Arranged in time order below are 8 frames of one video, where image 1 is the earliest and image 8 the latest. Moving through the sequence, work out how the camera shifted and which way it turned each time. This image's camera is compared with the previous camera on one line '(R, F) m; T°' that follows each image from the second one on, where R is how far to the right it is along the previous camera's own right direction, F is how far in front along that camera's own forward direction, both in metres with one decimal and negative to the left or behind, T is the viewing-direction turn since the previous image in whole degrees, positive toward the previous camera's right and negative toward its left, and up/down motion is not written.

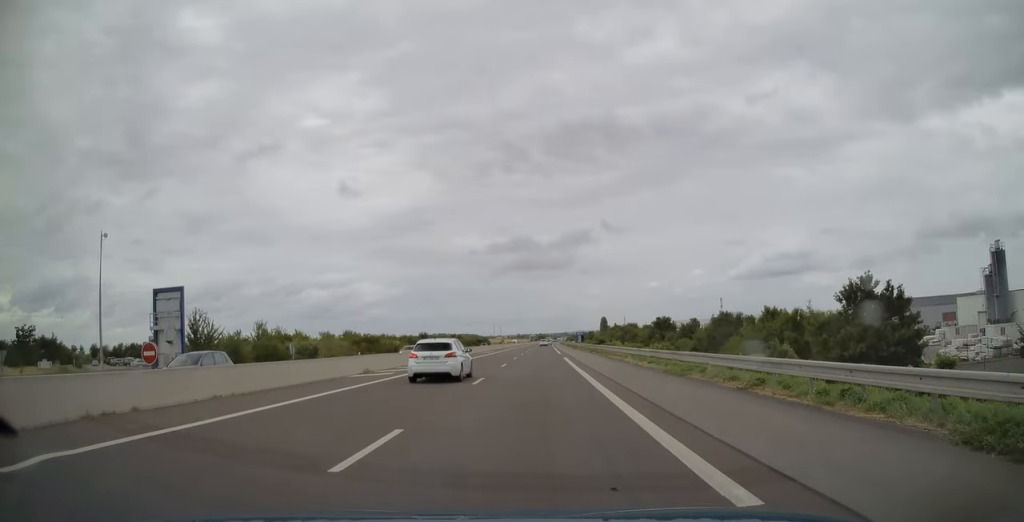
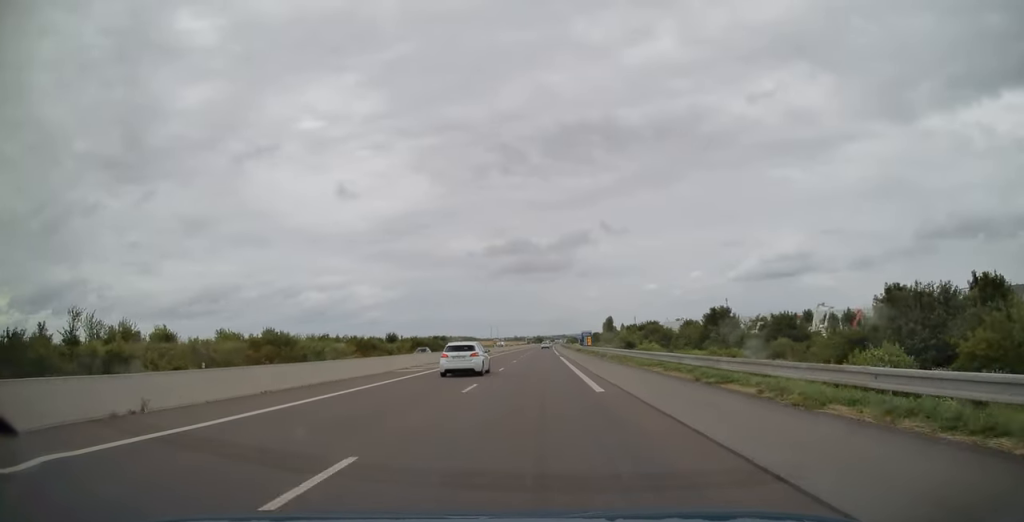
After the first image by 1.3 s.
(+0.1, +40.9) m; 0°
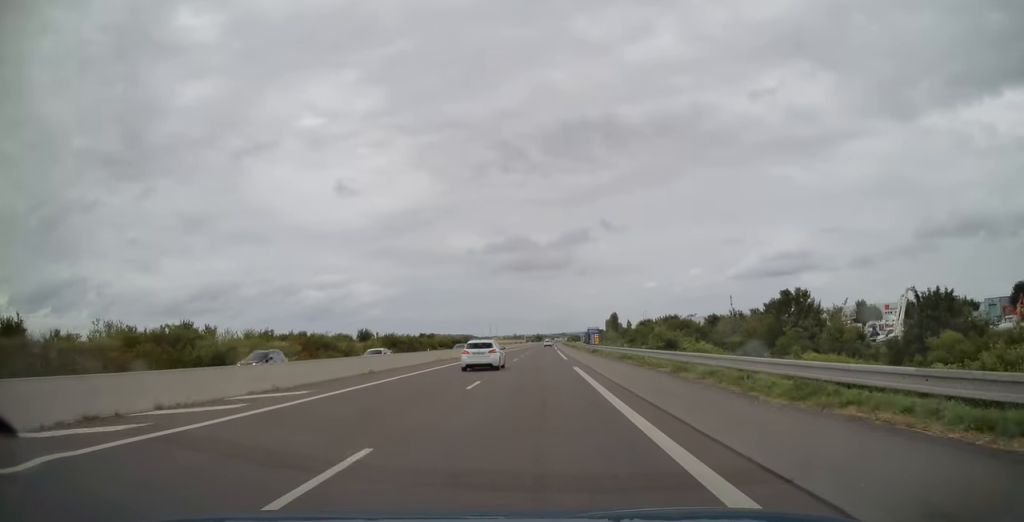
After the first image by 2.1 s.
(-0.1, +25.3) m; 0°
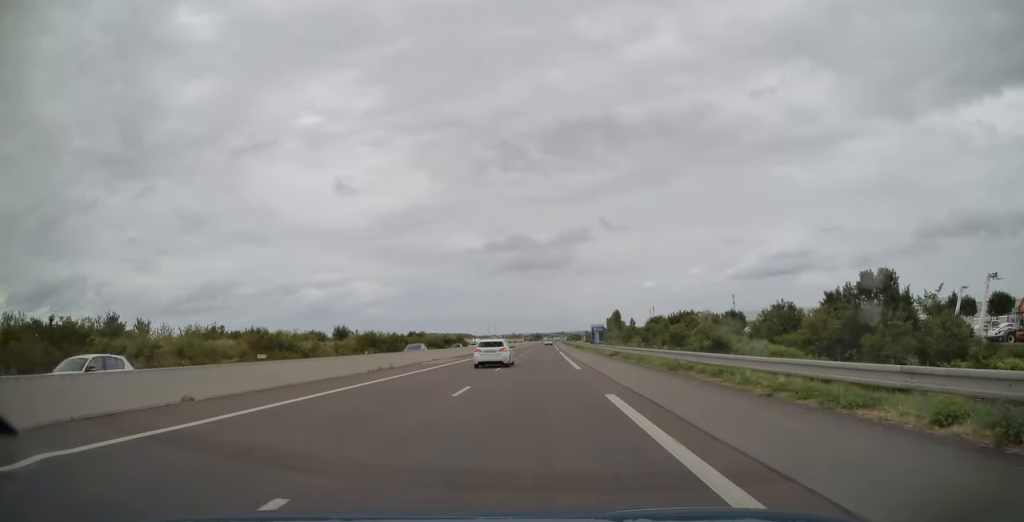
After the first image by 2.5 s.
(+0.1, +15.6) m; 0°
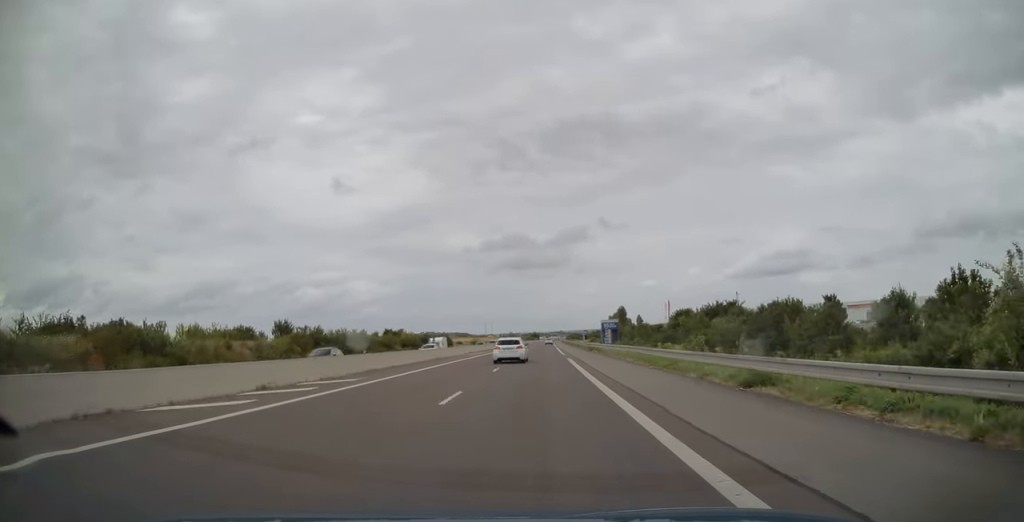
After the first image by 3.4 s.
(+0.1, +28.0) m; 0°
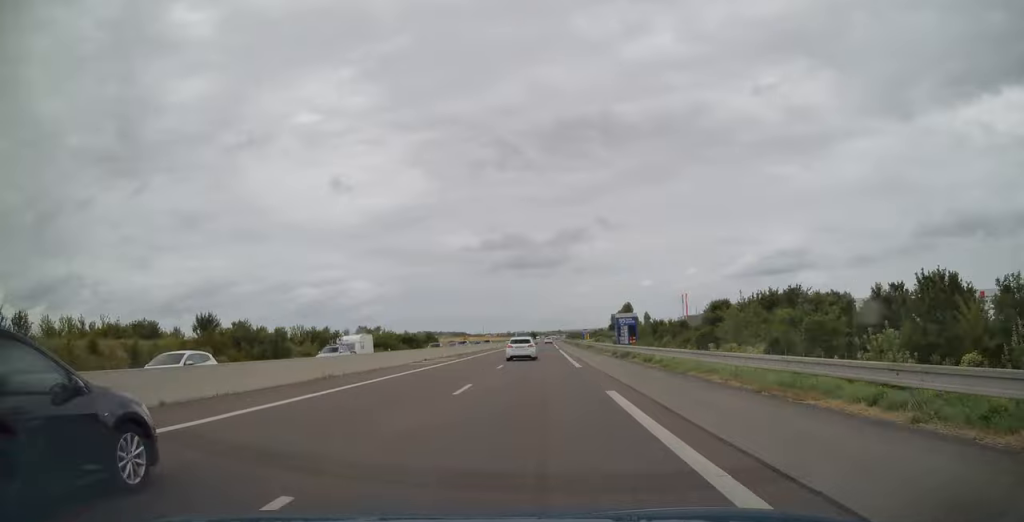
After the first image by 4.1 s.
(-0.1, +23.7) m; 0°
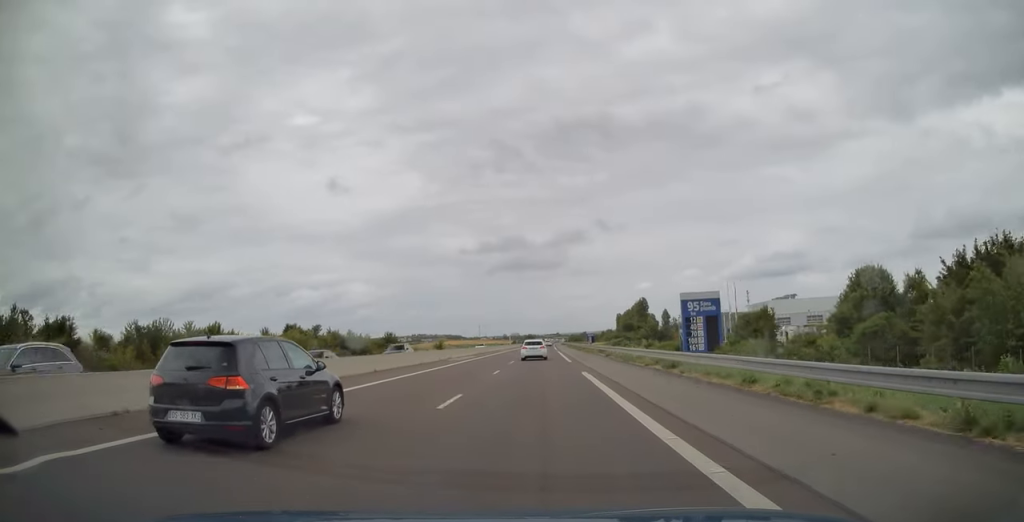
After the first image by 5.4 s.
(0.0, +41.5) m; +1°
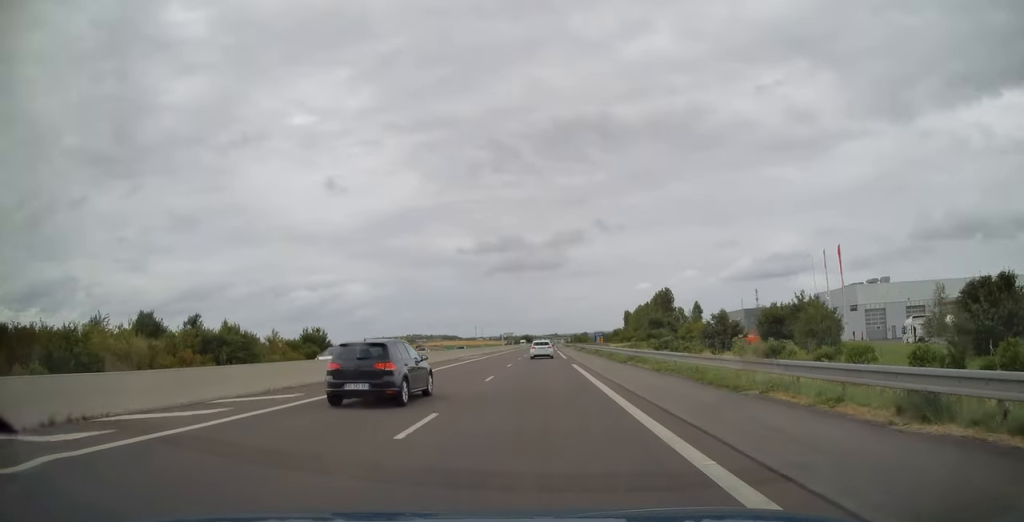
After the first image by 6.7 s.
(+0.2, +42.5) m; 0°
